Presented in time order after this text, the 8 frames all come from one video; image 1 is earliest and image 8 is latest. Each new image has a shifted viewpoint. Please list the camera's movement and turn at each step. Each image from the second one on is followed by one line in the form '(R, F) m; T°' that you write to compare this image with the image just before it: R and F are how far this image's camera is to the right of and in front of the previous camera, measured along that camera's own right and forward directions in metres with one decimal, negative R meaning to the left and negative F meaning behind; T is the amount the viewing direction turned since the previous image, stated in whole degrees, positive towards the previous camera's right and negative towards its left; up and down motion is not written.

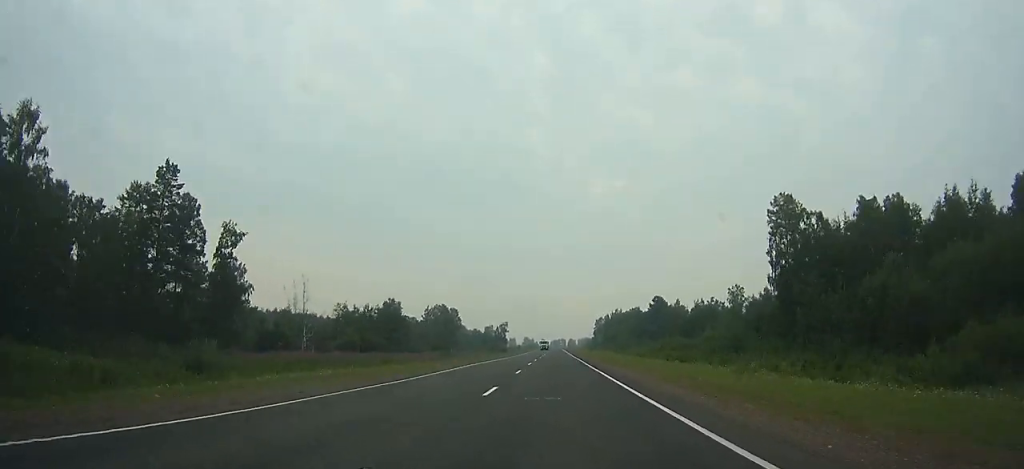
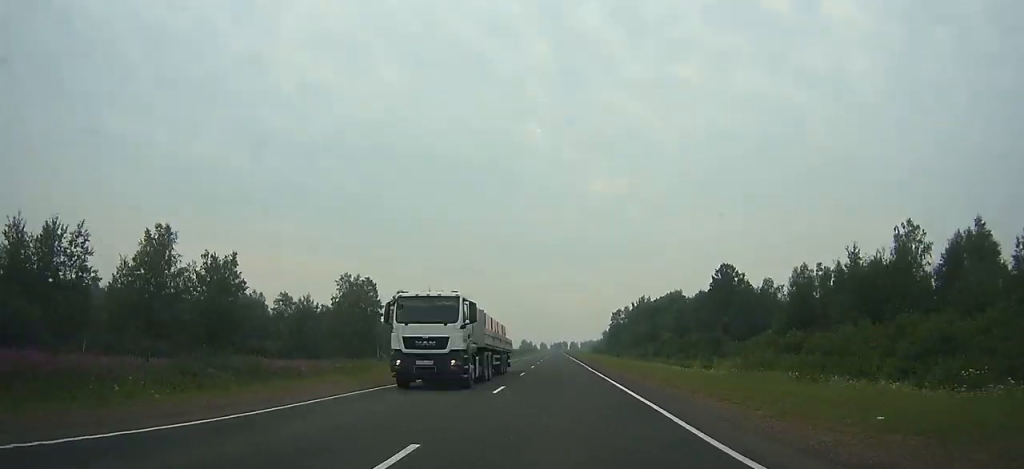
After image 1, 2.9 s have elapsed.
(+0.1, +91.9) m; 0°
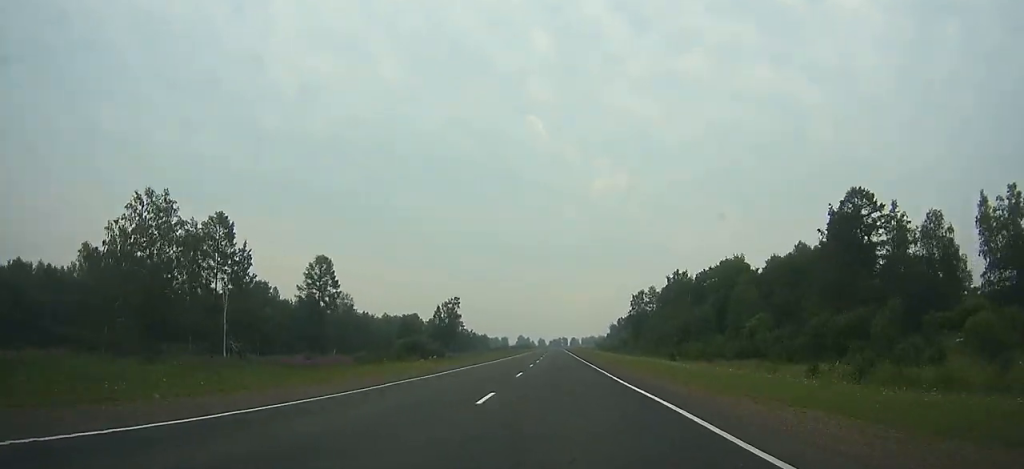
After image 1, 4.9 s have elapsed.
(0.0, +62.1) m; 0°
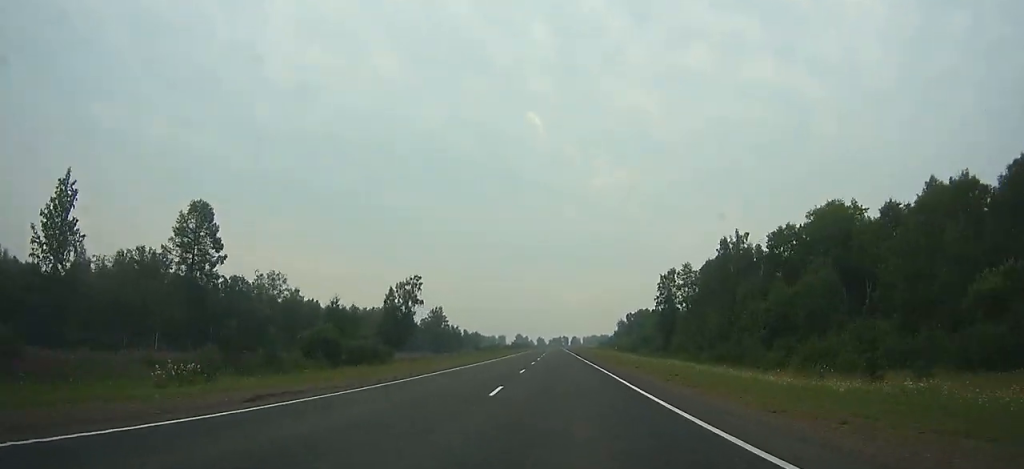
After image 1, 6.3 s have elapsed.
(-0.1, +42.7) m; 0°
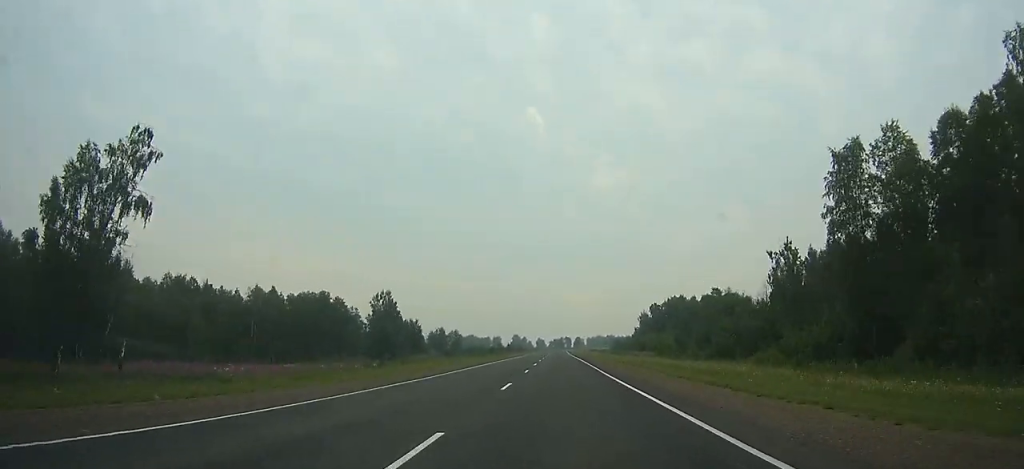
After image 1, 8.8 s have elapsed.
(+0.1, +75.2) m; 0°
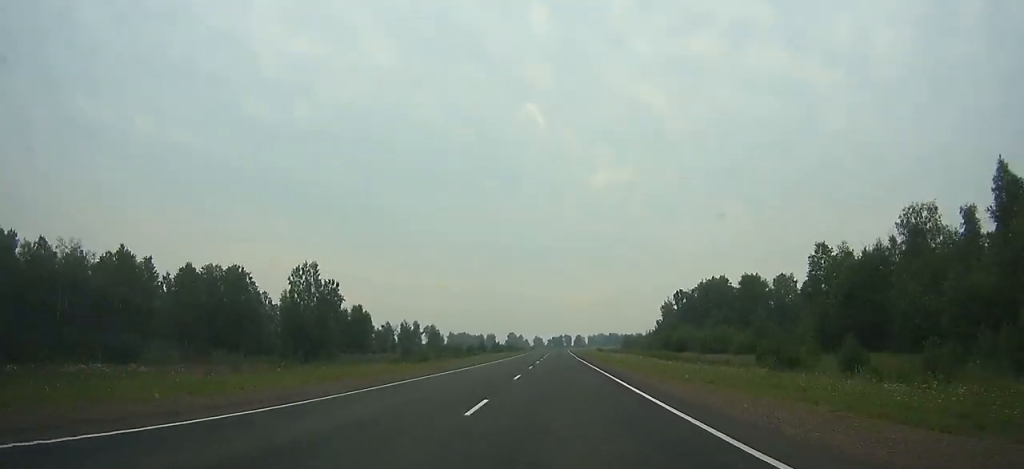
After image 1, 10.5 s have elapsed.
(+0.1, +51.5) m; 0°
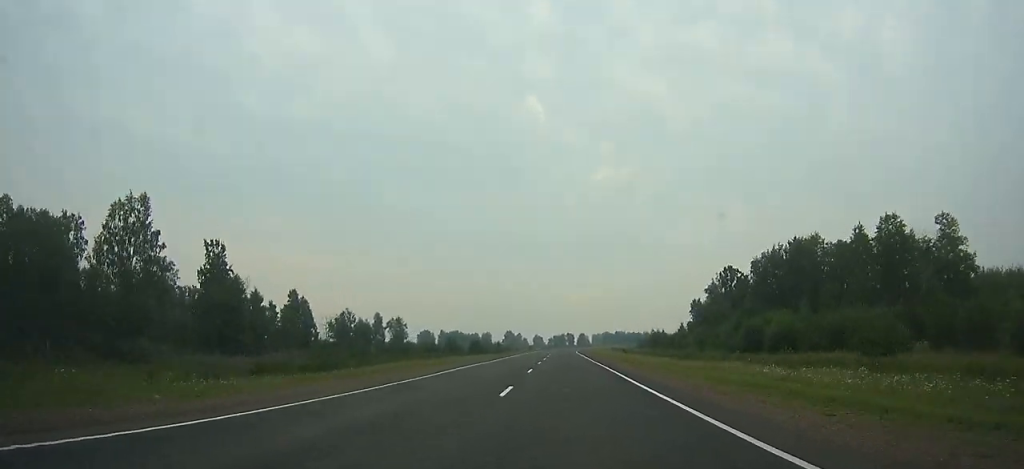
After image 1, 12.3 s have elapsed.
(-0.1, +55.9) m; 0°
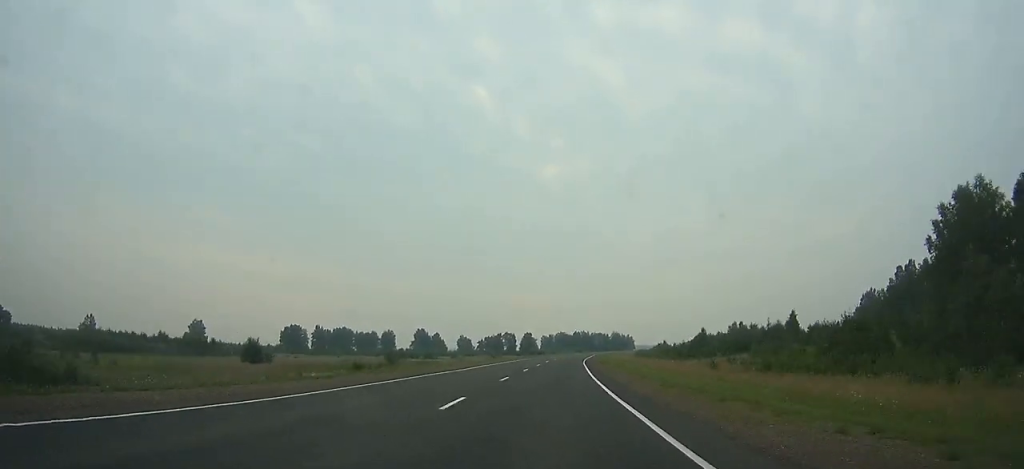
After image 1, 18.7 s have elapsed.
(+6.7, +192.4) m; +6°
